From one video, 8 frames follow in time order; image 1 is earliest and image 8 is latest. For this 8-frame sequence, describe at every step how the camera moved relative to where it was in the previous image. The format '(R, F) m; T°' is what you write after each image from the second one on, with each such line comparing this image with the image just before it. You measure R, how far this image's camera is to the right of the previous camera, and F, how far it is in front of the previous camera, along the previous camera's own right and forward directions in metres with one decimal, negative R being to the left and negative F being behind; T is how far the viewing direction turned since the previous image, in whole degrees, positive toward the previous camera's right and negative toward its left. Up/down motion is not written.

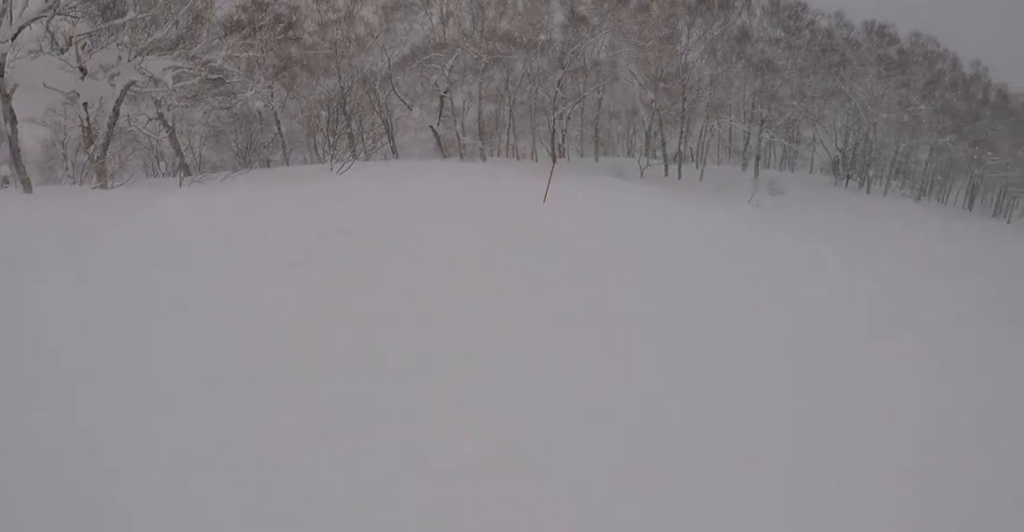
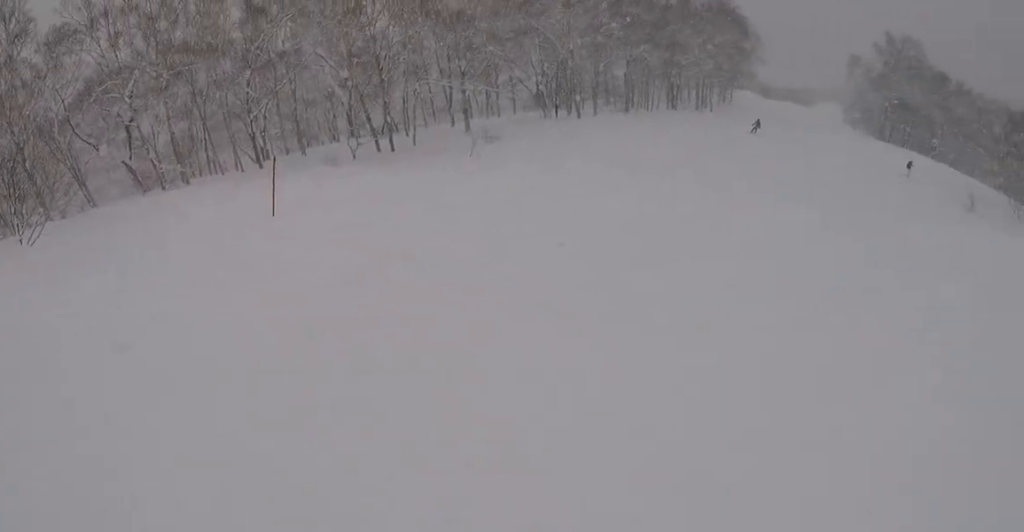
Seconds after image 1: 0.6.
(+0.2, +2.4) m; +21°
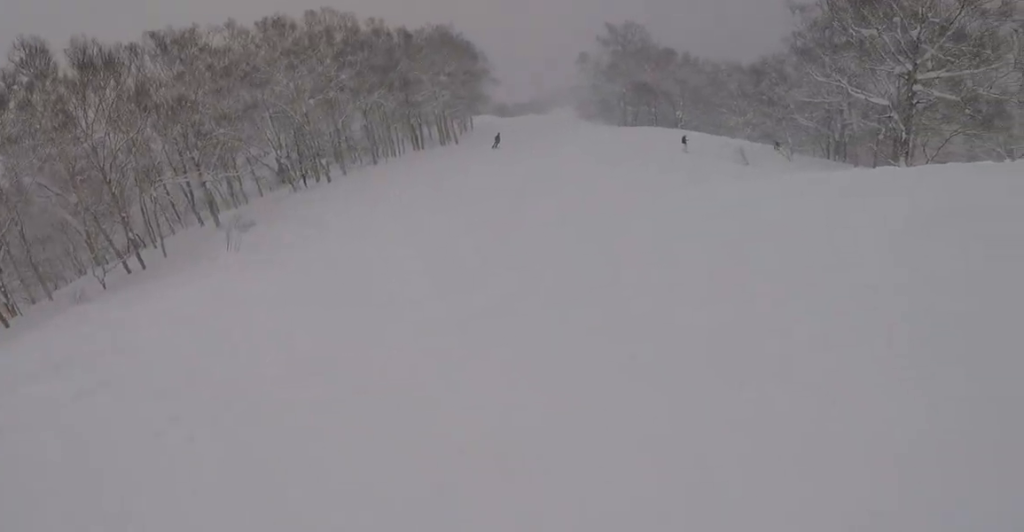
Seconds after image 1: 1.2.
(+0.7, +2.3) m; +14°
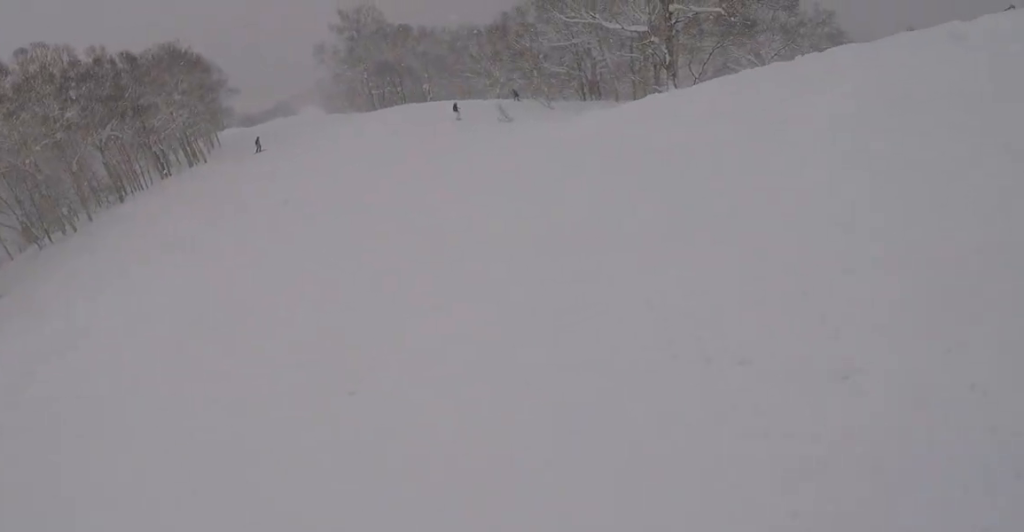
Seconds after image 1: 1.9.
(+0.7, +2.9) m; +7°
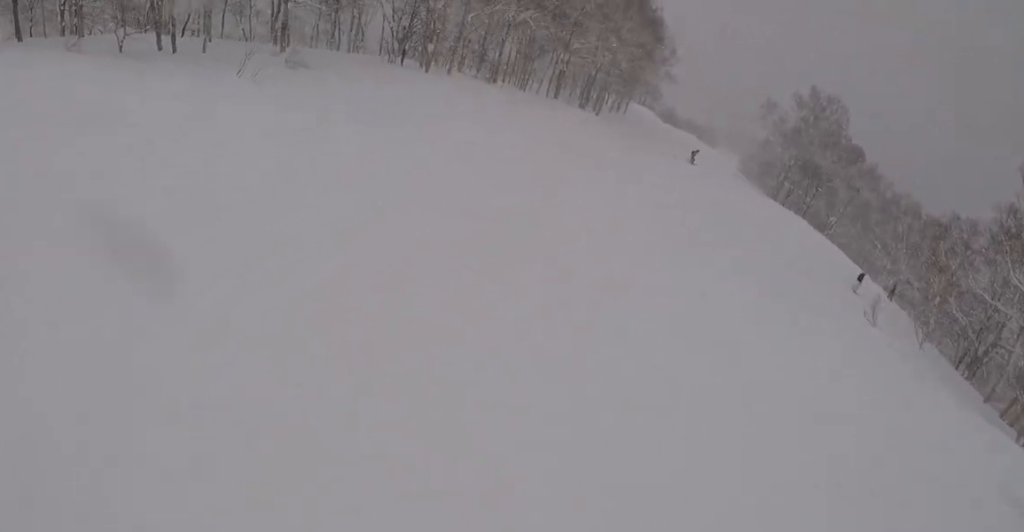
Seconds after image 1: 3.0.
(-1.0, +5.3) m; -27°
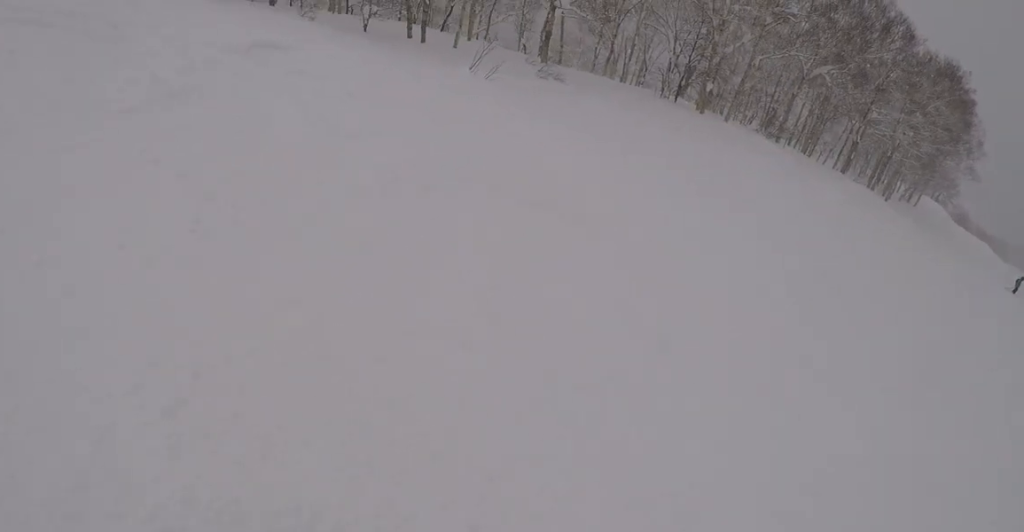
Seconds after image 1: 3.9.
(-0.8, +3.8) m; -23°
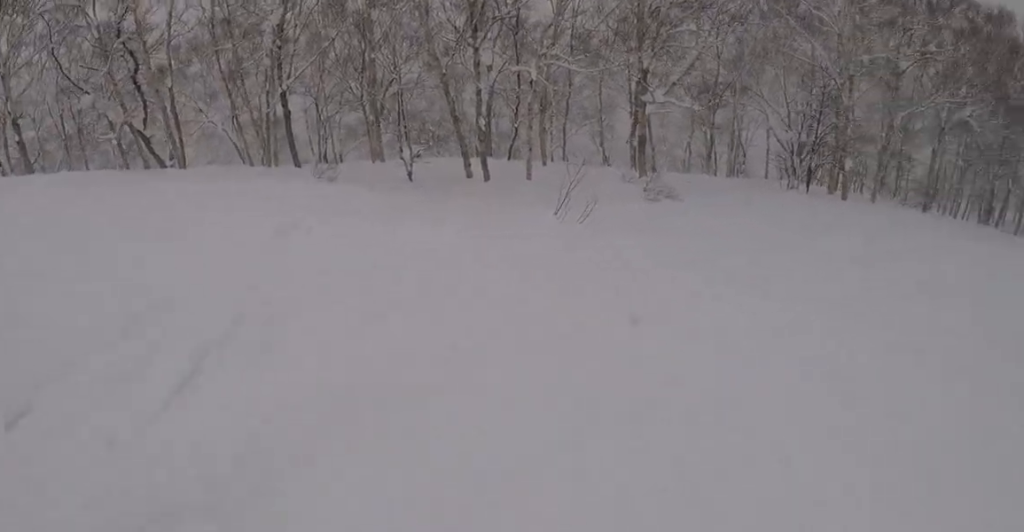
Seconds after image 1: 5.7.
(-1.9, +8.6) m; +5°
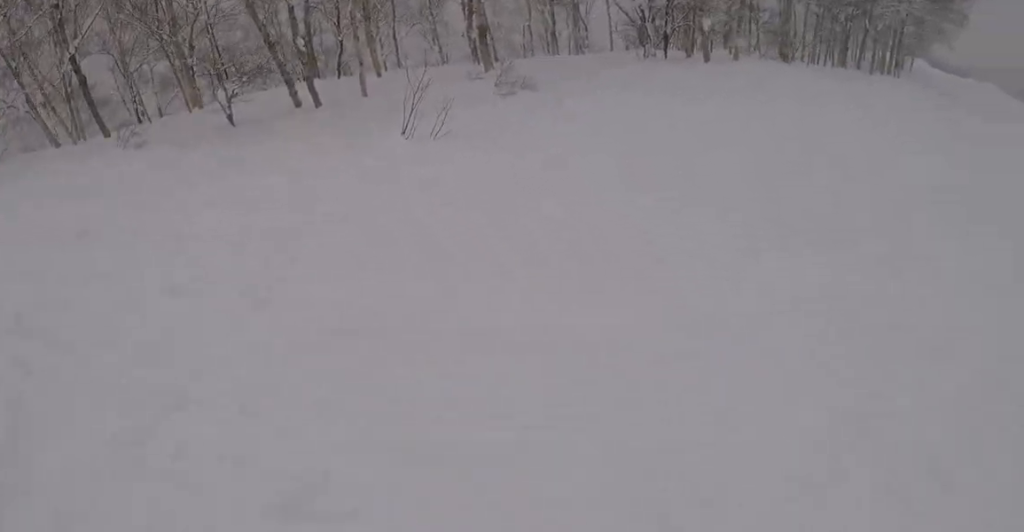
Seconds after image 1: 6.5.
(+1.0, +3.7) m; +22°
